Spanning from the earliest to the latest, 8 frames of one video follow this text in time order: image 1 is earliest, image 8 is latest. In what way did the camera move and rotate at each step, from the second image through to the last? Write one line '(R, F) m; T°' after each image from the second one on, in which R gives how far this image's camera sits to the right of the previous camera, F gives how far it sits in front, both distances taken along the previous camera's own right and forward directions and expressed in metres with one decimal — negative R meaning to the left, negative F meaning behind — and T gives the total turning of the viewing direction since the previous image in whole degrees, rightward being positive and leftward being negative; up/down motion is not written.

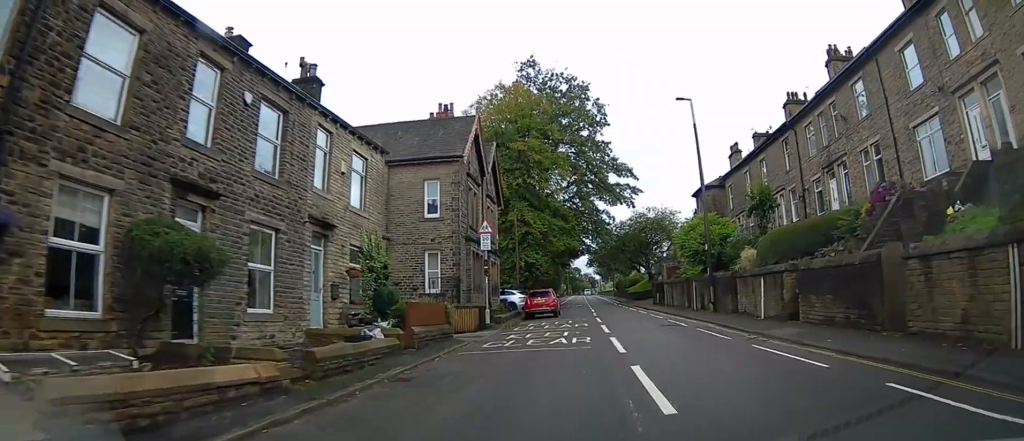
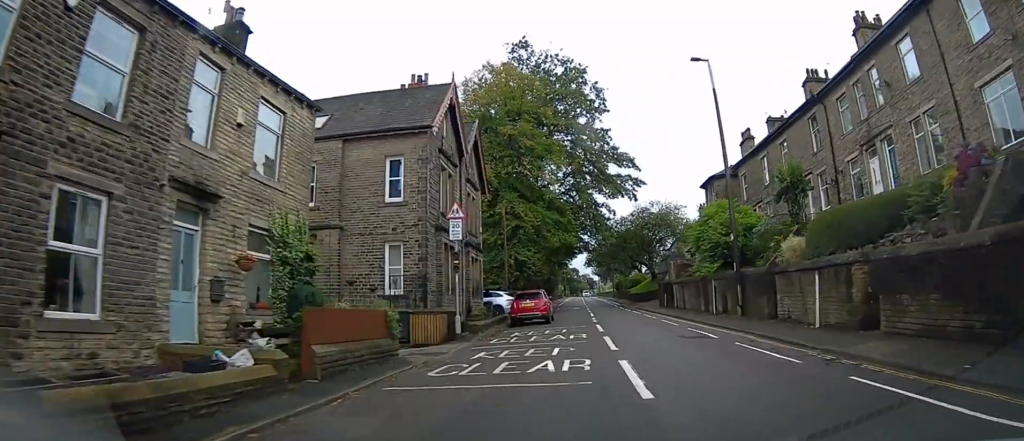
(+0.2, +4.9) m; 0°
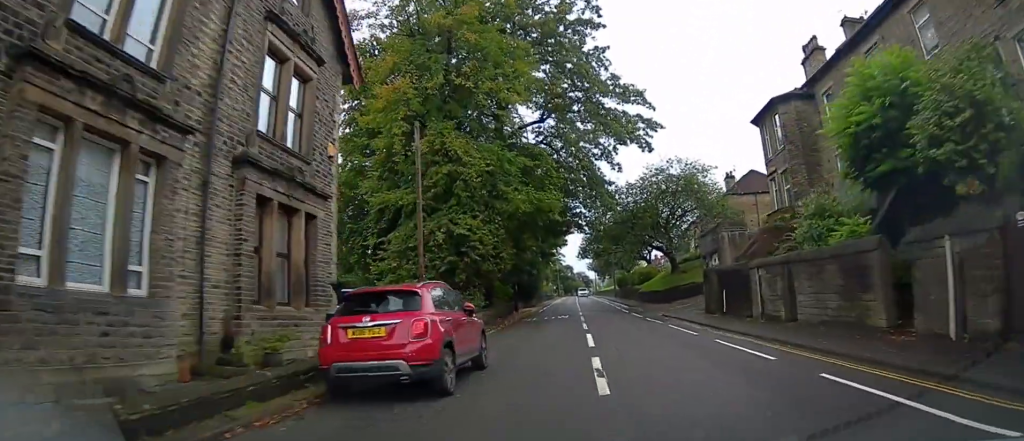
(-0.2, +17.5) m; -1°
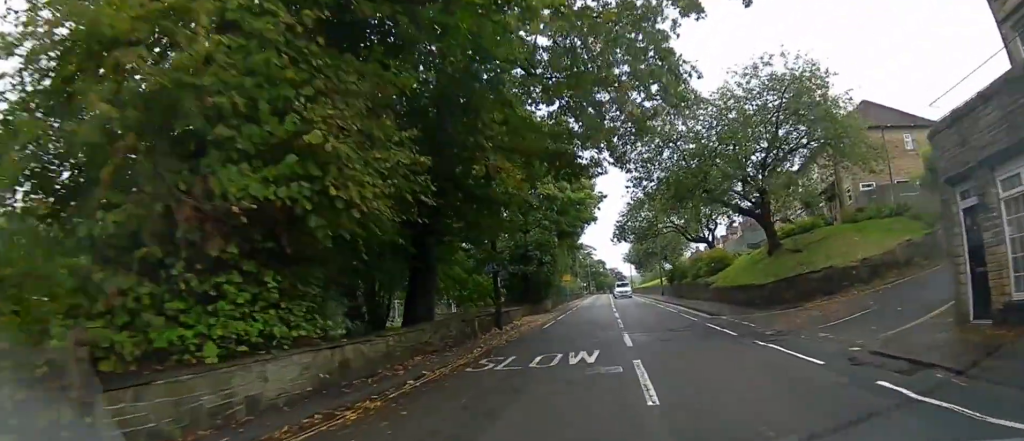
(+0.1, +18.6) m; 0°
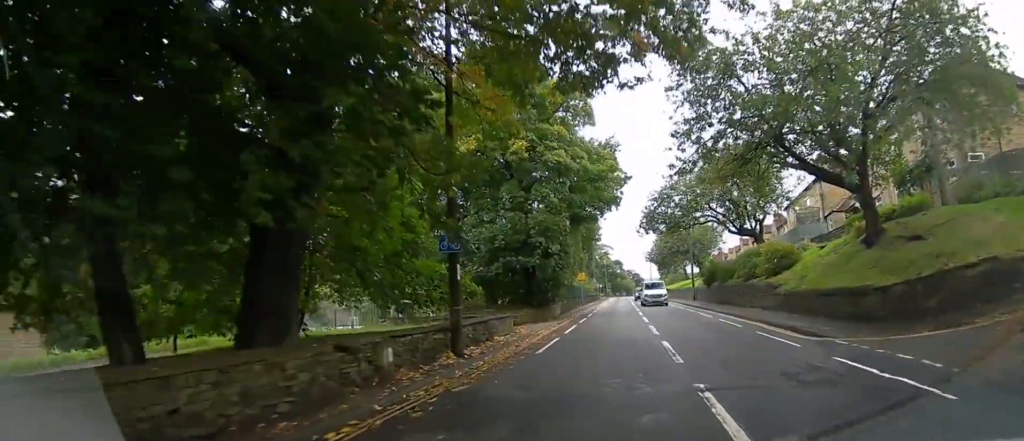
(-0.1, +8.8) m; -1°
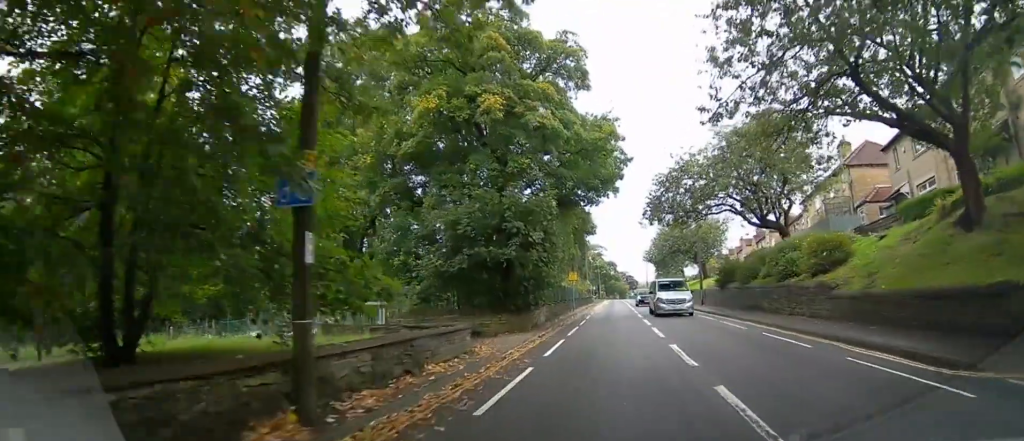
(-0.1, +6.2) m; 0°
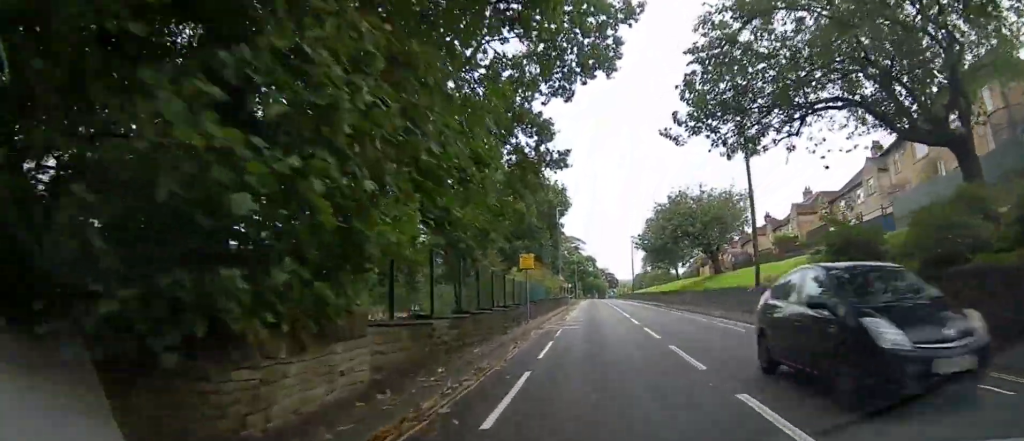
(0.0, +18.4) m; +1°
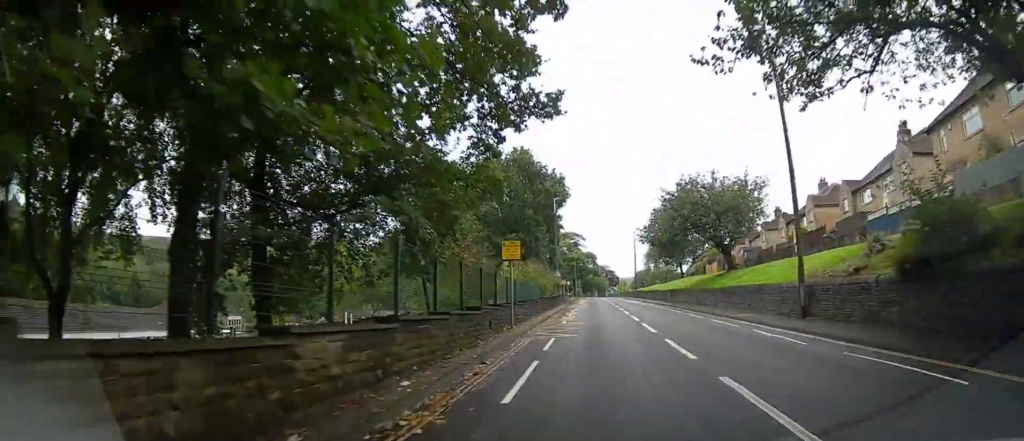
(0.0, +4.8) m; +1°
